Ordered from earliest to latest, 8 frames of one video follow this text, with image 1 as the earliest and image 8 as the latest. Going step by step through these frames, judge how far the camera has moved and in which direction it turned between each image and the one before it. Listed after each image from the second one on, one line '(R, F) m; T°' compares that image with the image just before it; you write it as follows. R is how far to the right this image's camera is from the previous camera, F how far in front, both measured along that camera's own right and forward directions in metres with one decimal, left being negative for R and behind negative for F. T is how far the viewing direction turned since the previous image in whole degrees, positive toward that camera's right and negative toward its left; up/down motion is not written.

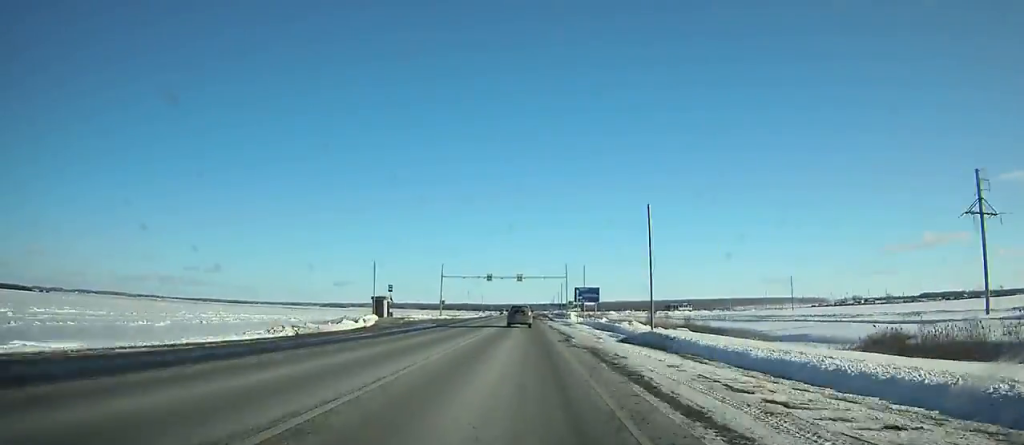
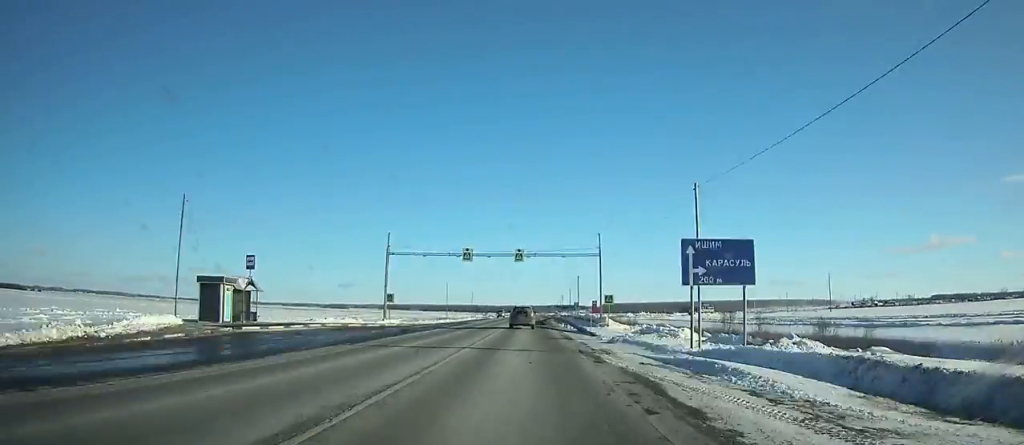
(-0.1, +39.4) m; 0°
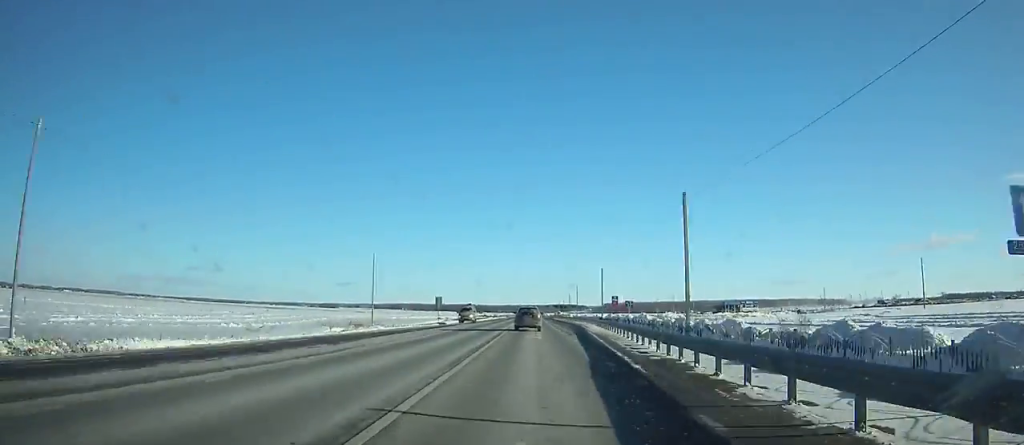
(0.0, +75.2) m; 0°
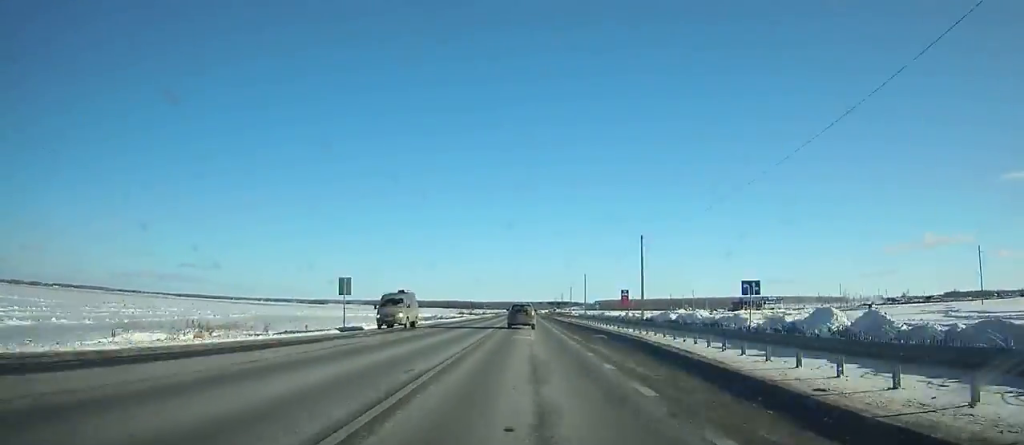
(0.0, +35.2) m; 0°
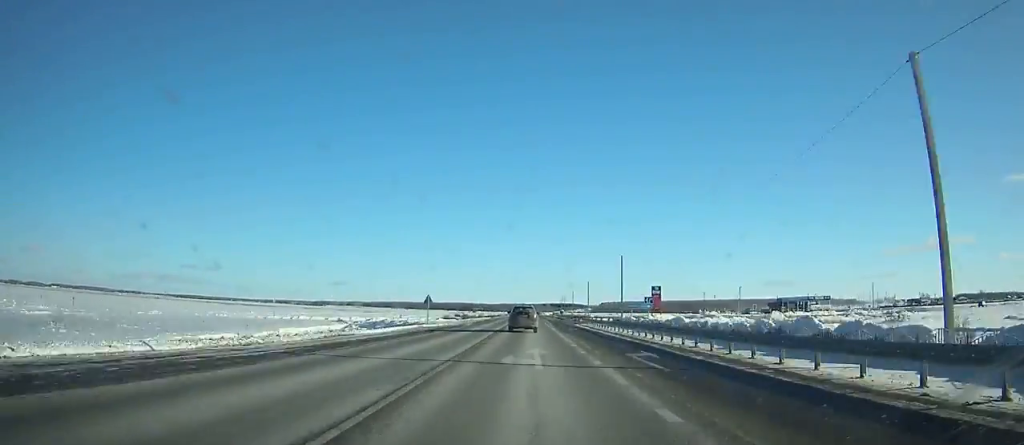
(0.0, +40.9) m; 0°
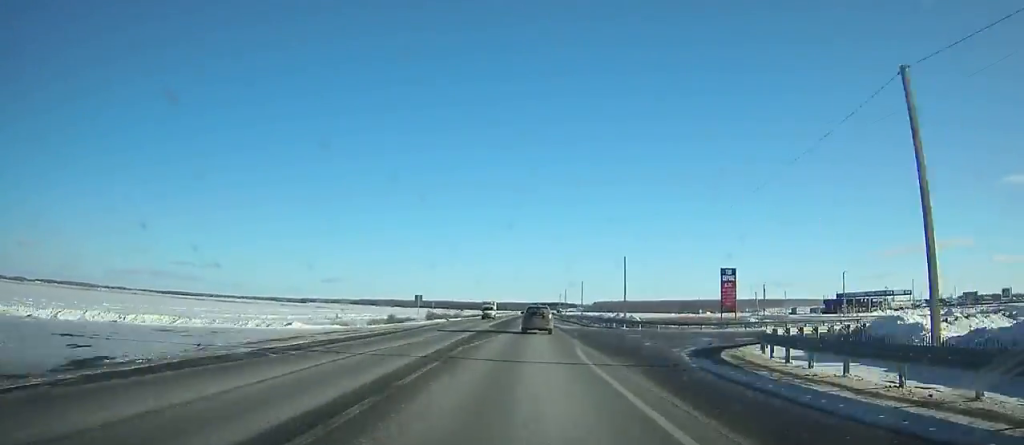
(+0.3, +56.8) m; 0°
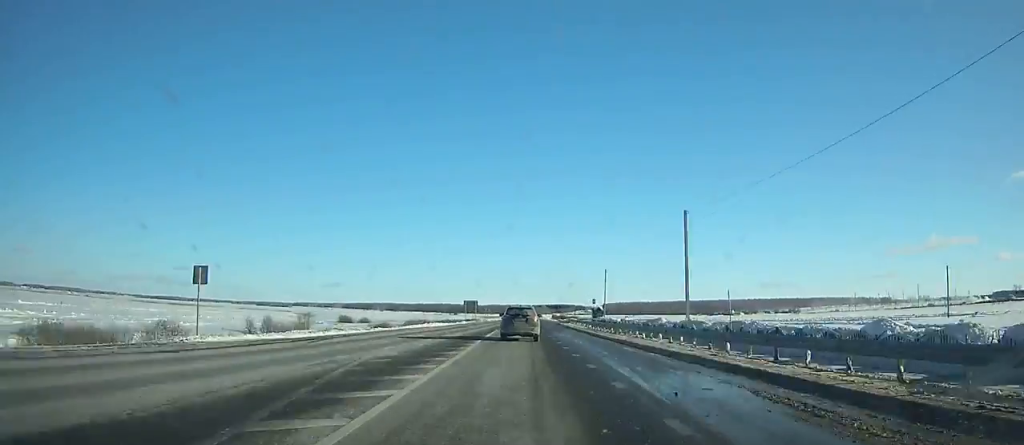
(+0.8, +147.0) m; 0°
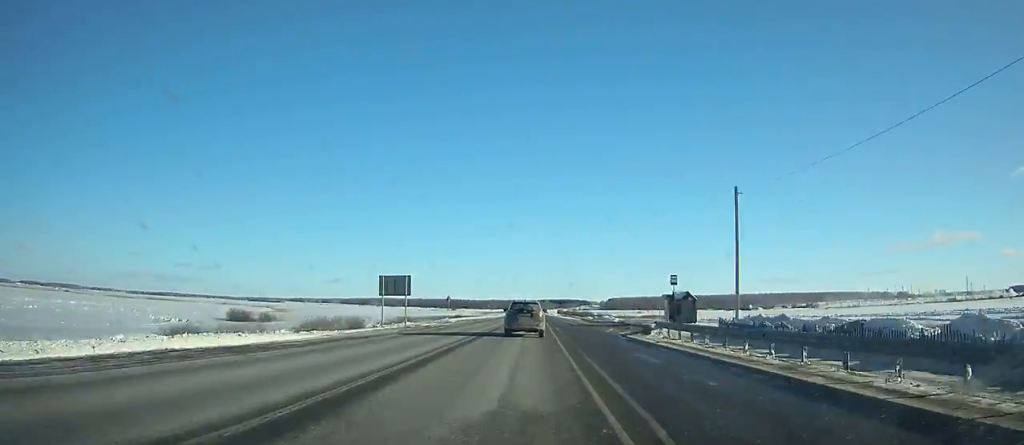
(-0.4, +60.9) m; 0°
